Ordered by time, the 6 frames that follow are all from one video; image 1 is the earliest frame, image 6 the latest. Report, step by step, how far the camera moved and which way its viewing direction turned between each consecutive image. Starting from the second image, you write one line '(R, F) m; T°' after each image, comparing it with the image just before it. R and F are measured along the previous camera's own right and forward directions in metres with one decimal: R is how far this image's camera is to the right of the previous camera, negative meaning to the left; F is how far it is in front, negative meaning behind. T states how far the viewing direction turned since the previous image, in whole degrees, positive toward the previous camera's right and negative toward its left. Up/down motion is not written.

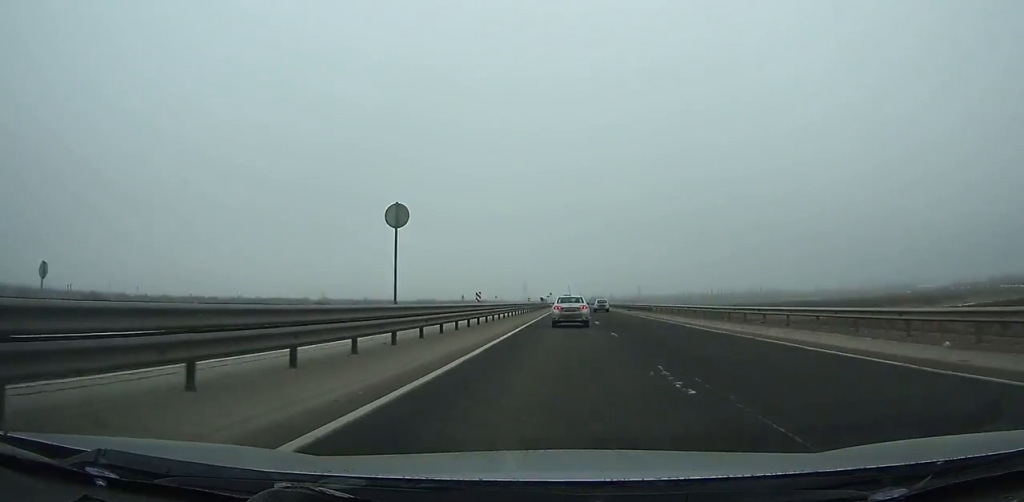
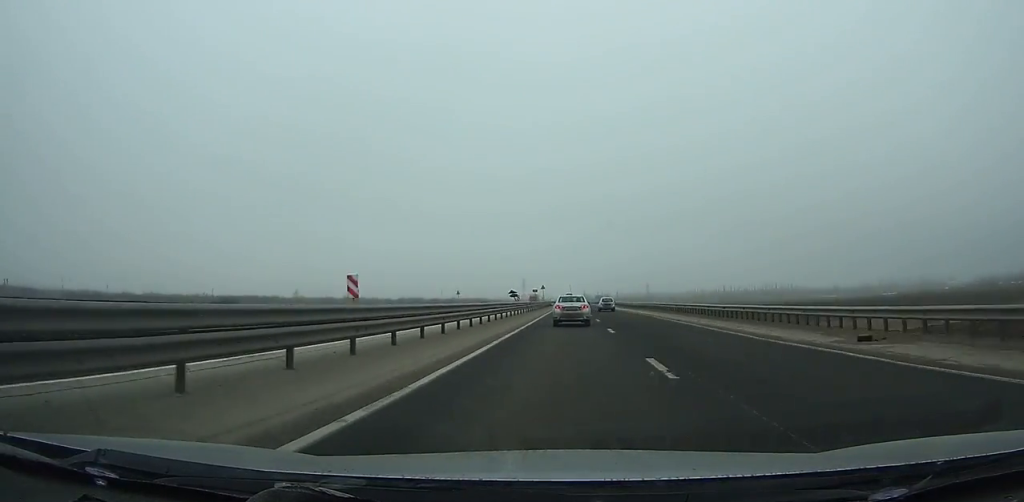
(-0.2, +57.4) m; 0°
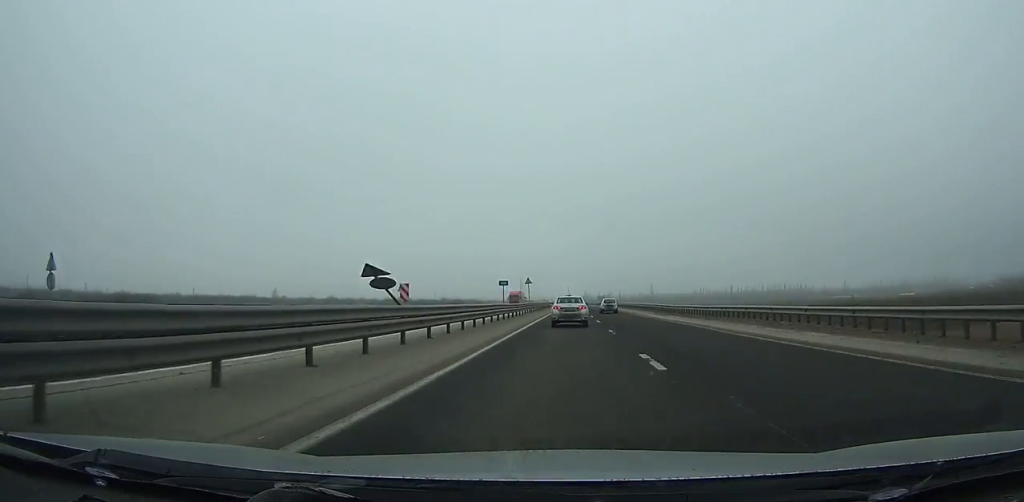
(-0.1, +35.6) m; 0°
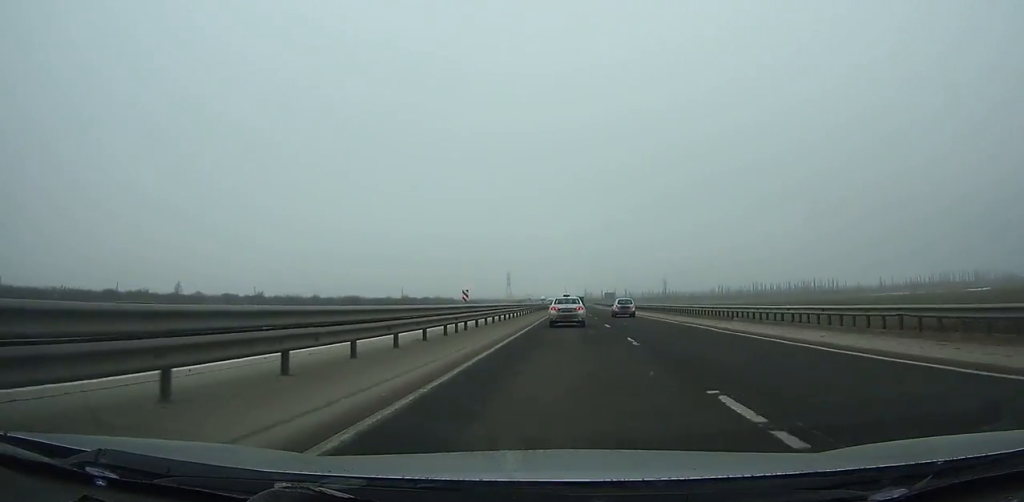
(+0.5, +113.5) m; 0°
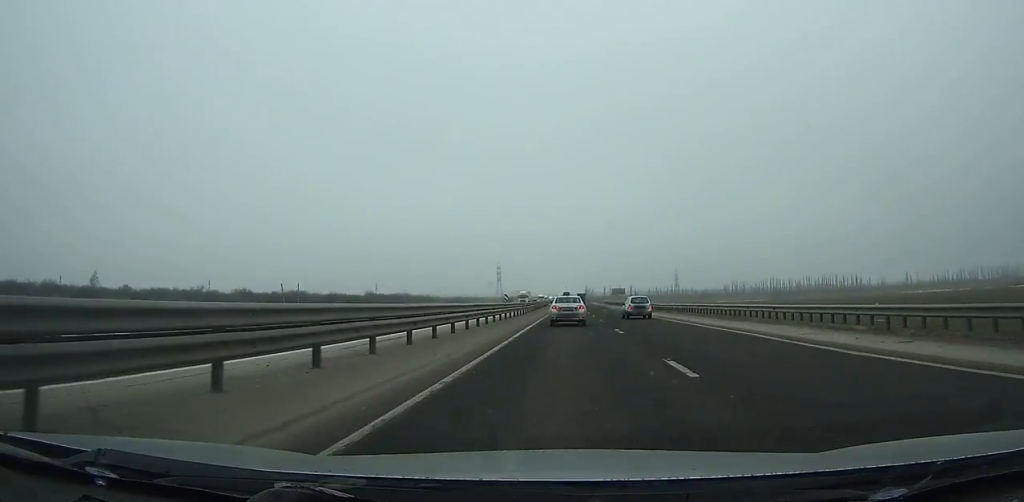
(0.0, +66.3) m; 0°
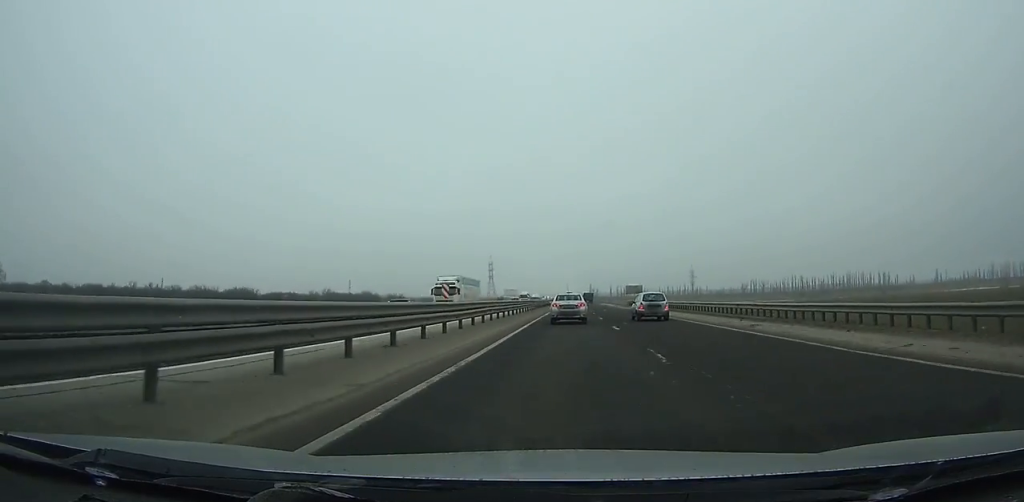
(+0.2, +57.4) m; 0°
